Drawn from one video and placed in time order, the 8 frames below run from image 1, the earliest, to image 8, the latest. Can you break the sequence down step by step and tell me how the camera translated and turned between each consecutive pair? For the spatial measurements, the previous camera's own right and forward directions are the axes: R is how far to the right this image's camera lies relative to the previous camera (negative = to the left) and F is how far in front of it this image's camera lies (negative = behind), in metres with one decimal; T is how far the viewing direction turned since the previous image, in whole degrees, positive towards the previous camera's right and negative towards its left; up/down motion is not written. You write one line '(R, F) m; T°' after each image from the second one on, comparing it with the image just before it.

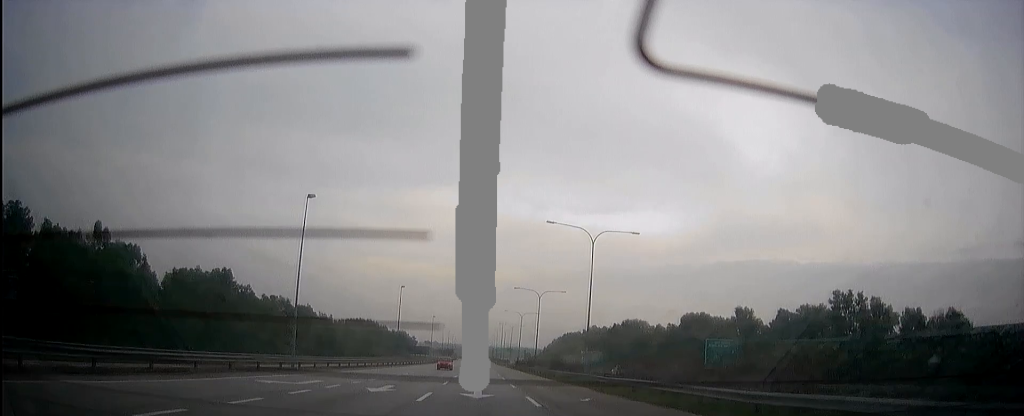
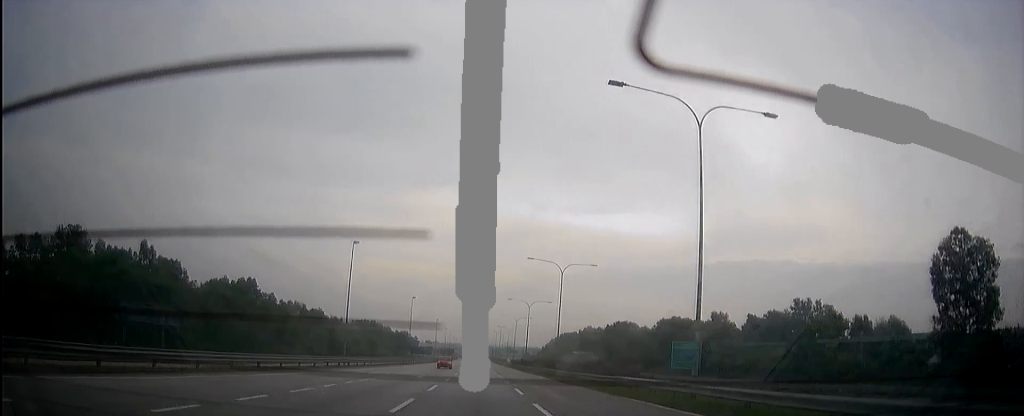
(0.0, +17.6) m; 0°
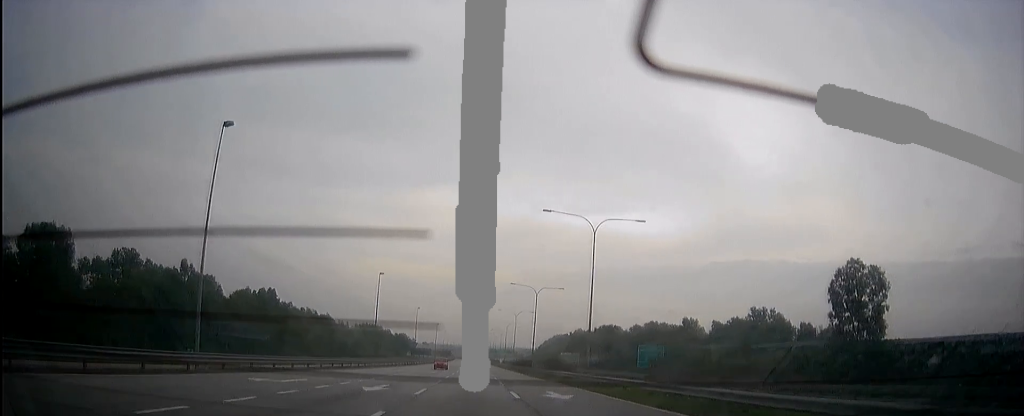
(0.0, +19.7) m; 0°
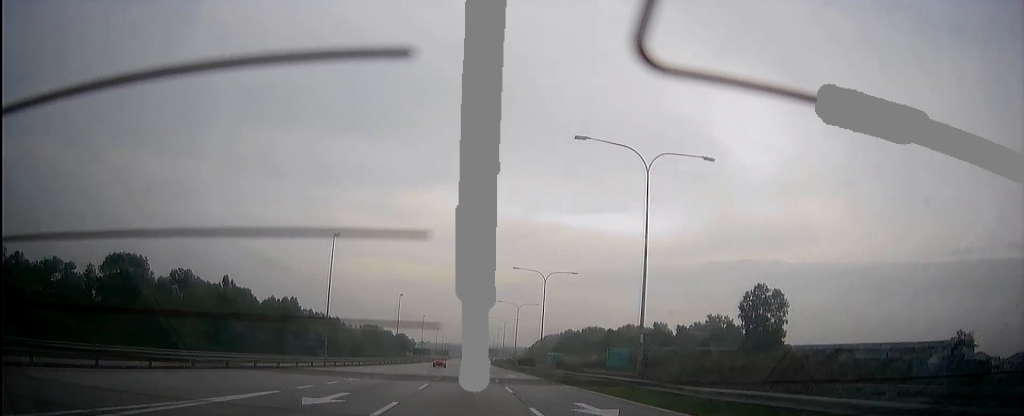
(-0.1, +26.3) m; 0°
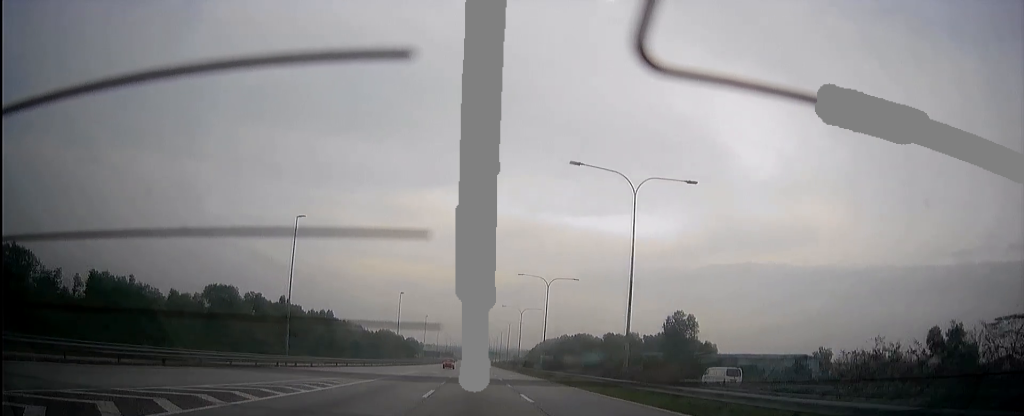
(-0.1, +42.8) m; 0°
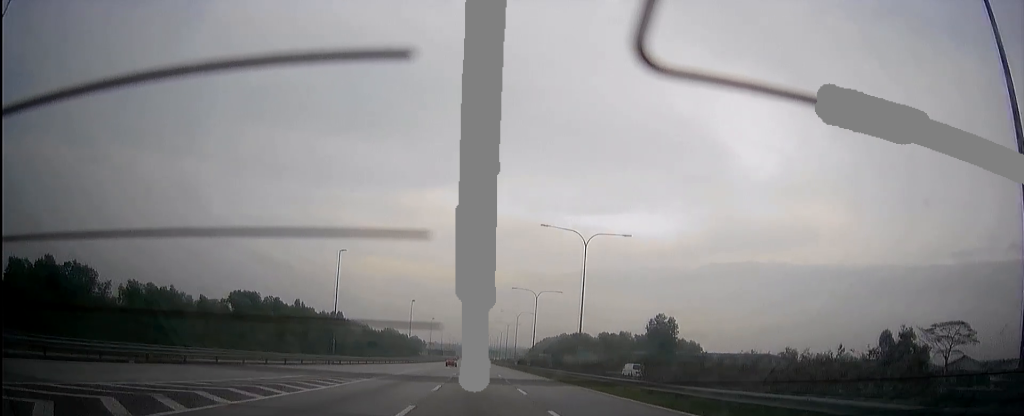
(0.0, +15.4) m; 0°
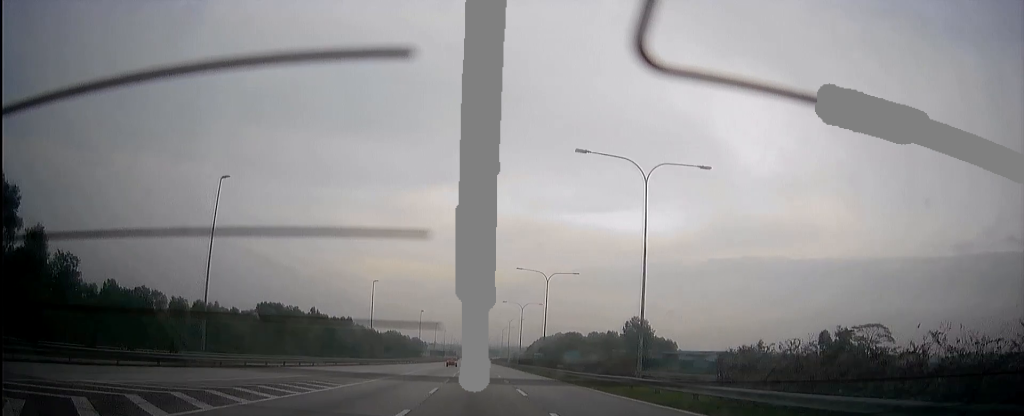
(0.0, +22.0) m; 0°
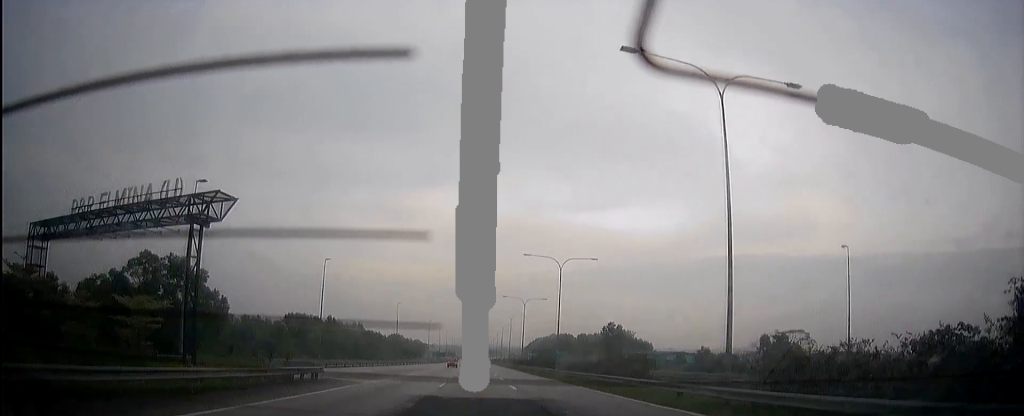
(0.0, +31.6) m; 0°
